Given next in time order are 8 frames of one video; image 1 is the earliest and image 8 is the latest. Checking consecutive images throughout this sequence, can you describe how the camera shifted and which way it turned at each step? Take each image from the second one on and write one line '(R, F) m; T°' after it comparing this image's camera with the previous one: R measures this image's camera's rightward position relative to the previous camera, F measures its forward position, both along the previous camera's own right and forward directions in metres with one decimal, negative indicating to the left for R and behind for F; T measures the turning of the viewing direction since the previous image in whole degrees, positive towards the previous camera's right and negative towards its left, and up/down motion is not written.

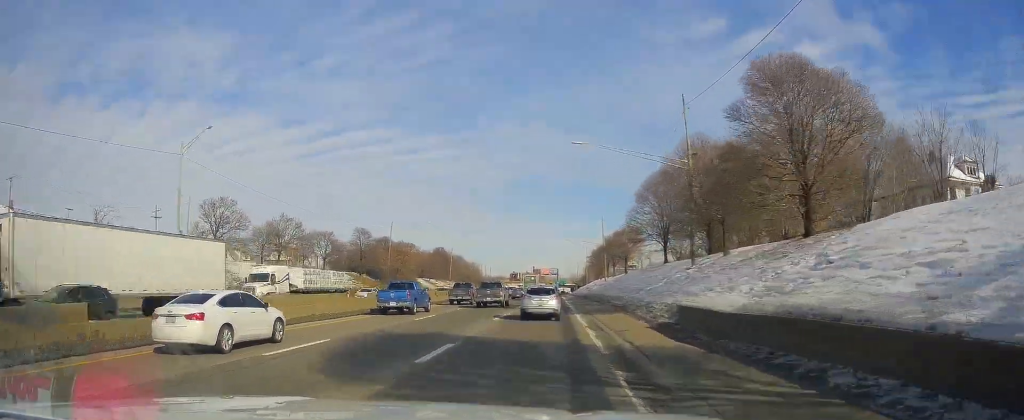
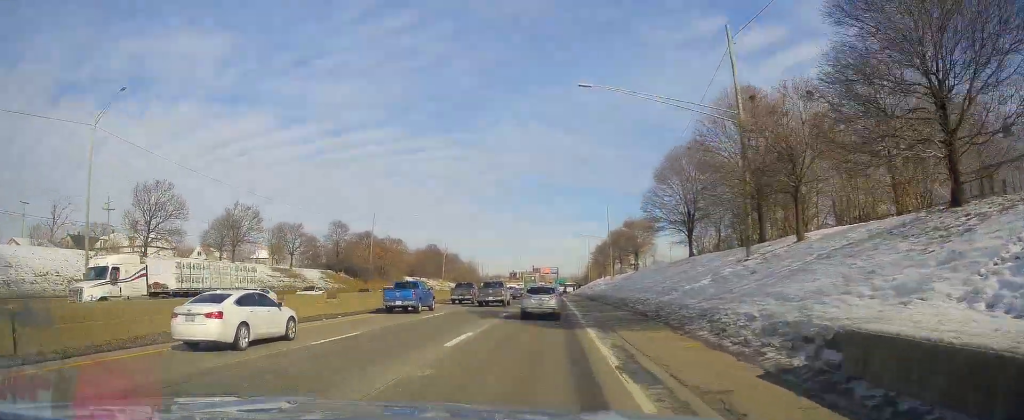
(+0.1, +12.5) m; 0°
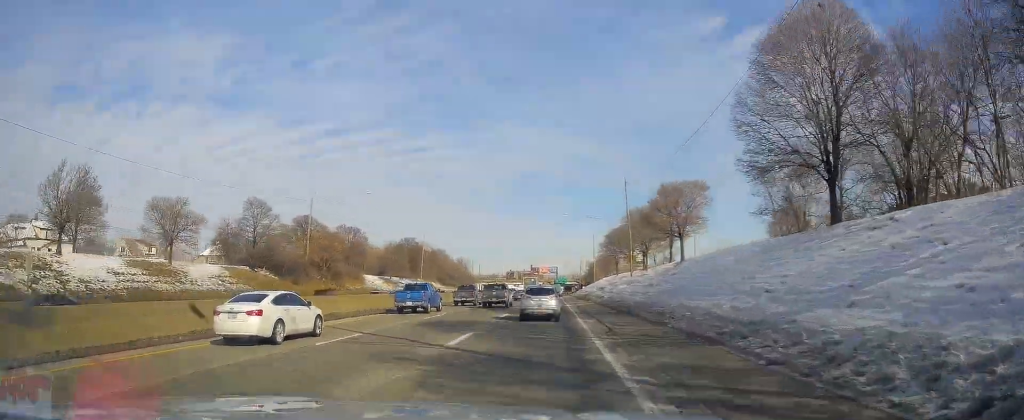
(-0.2, +29.5) m; 0°
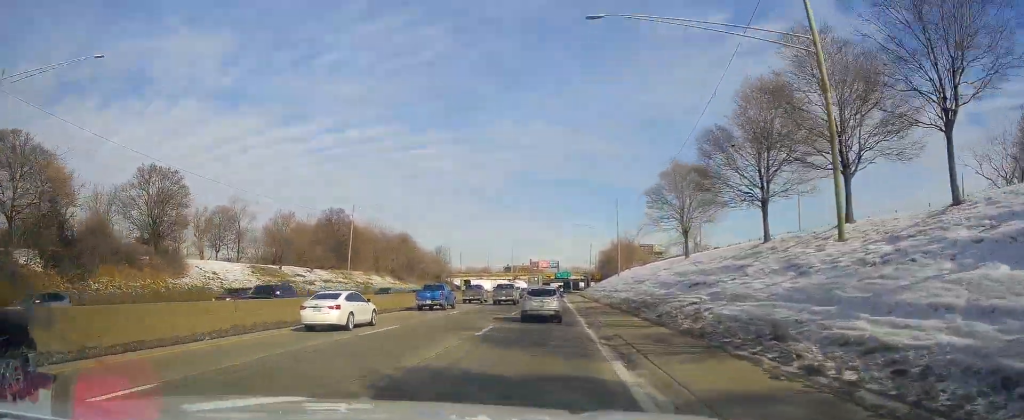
(+0.7, +56.9) m; +1°
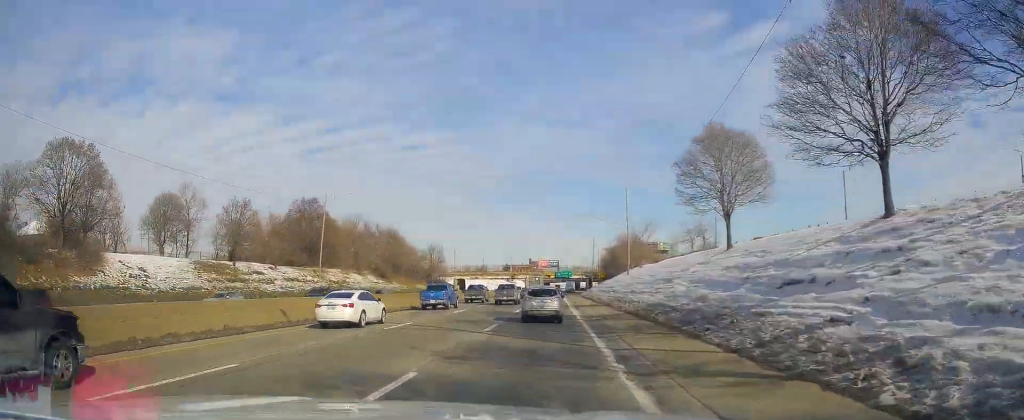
(+0.2, +12.6) m; -1°
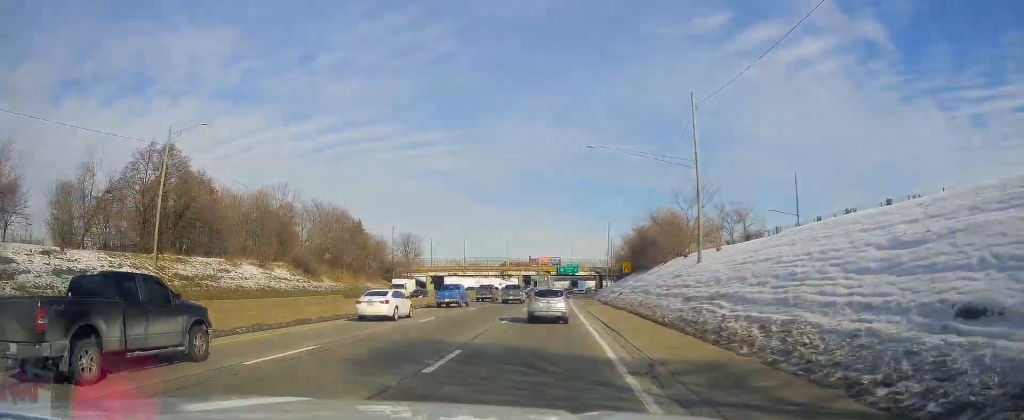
(-0.6, +40.4) m; 0°
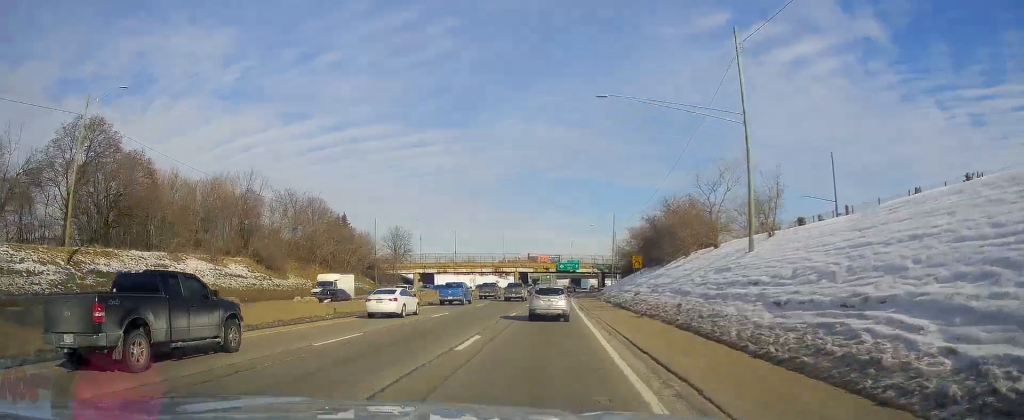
(+0.5, +11.8) m; 0°
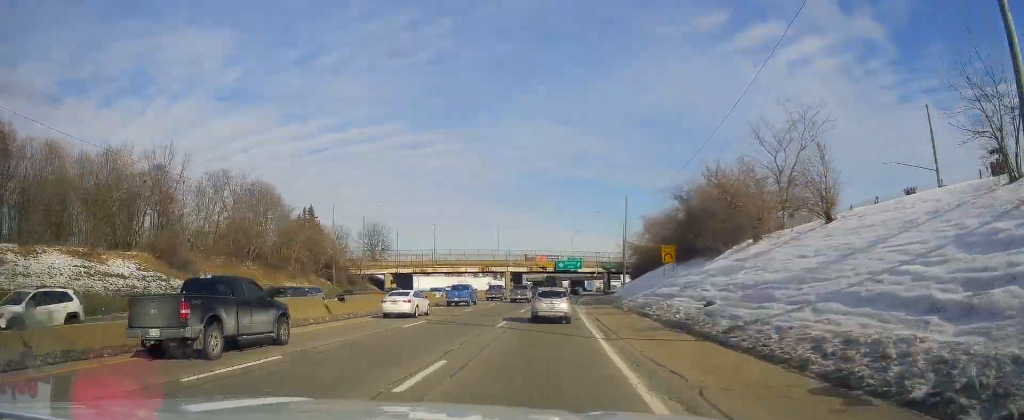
(-0.7, +21.0) m; 0°
